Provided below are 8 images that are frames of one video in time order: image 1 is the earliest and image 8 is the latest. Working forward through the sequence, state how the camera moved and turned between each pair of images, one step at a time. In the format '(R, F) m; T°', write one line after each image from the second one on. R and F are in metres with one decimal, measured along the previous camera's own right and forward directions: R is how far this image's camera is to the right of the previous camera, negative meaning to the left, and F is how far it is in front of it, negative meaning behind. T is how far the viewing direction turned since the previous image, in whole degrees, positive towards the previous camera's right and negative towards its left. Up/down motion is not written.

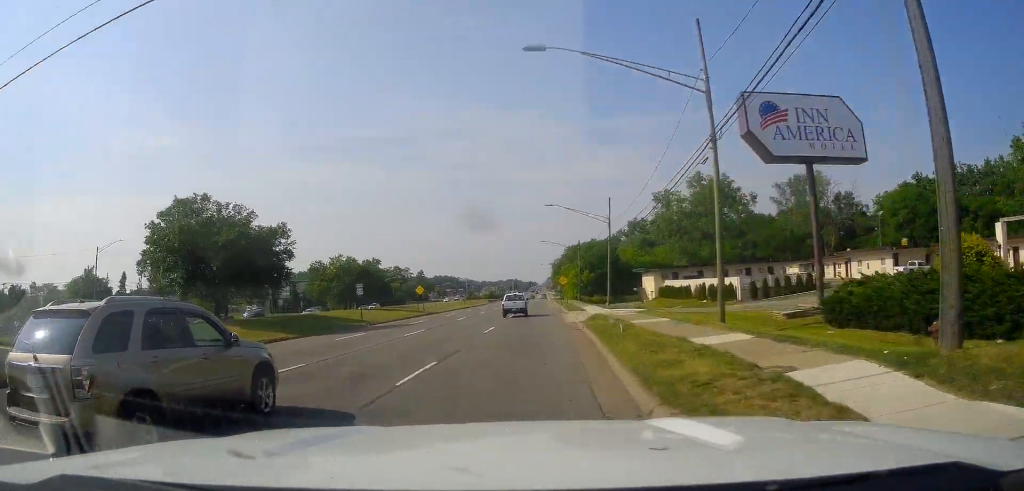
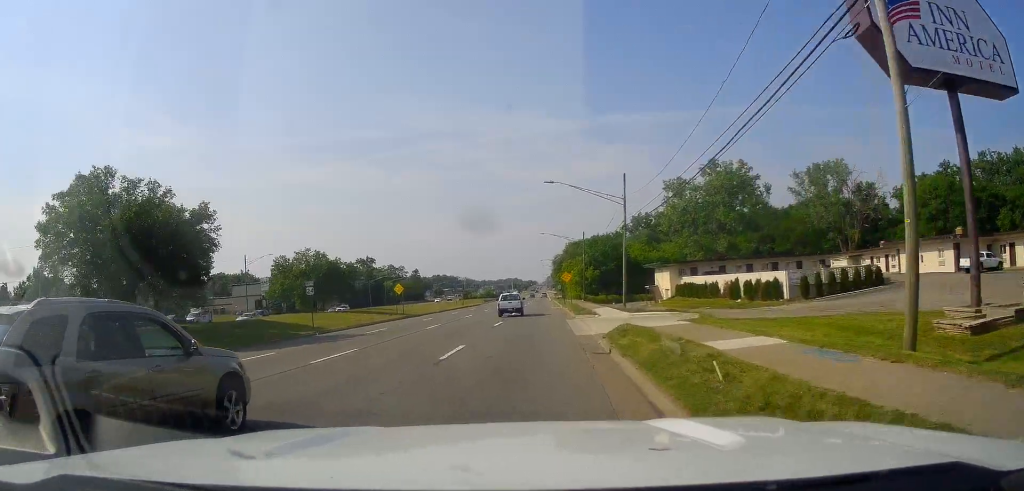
(-0.3, +11.1) m; 0°
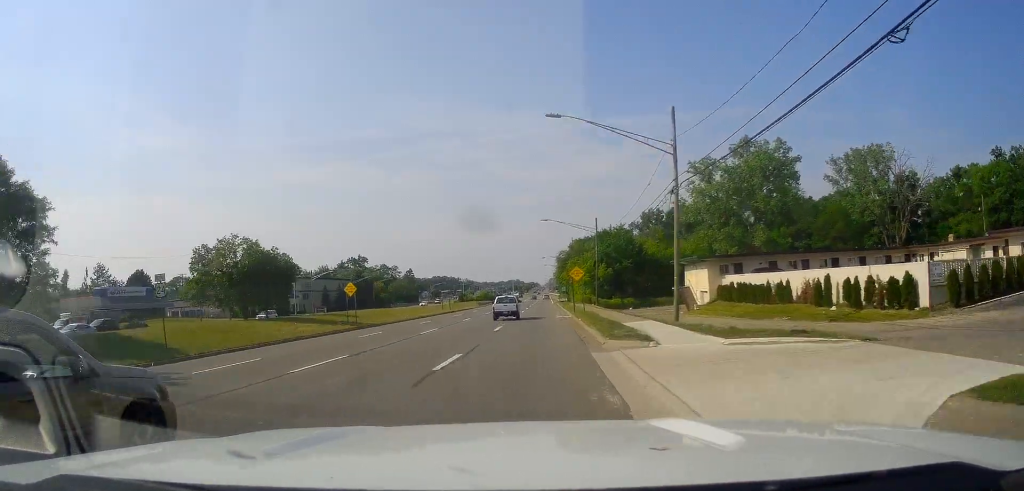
(-0.4, +17.0) m; 0°
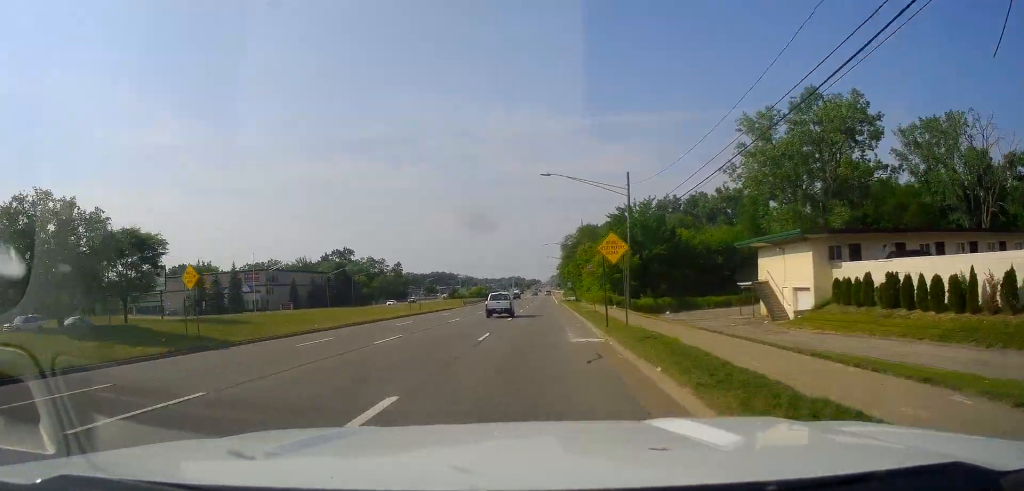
(+0.7, +23.2) m; +1°
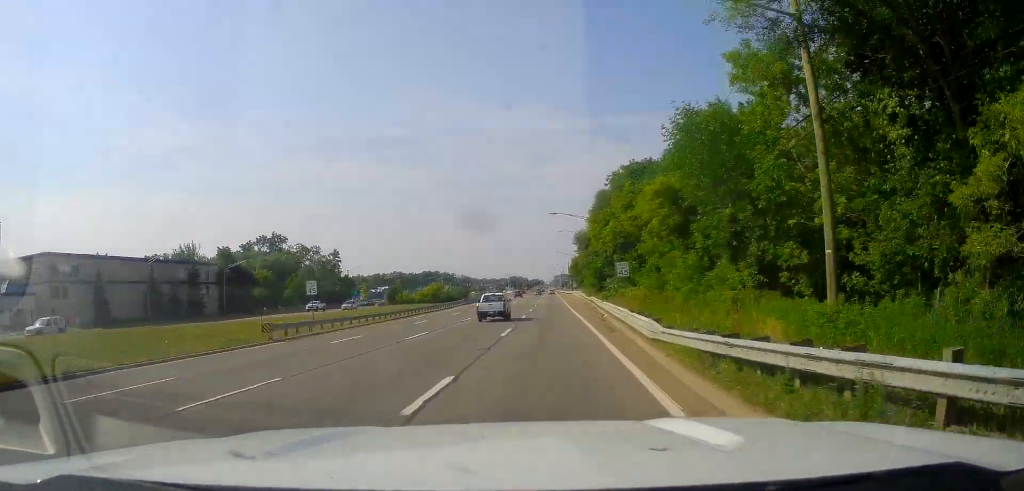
(-1.0, +74.3) m; -2°
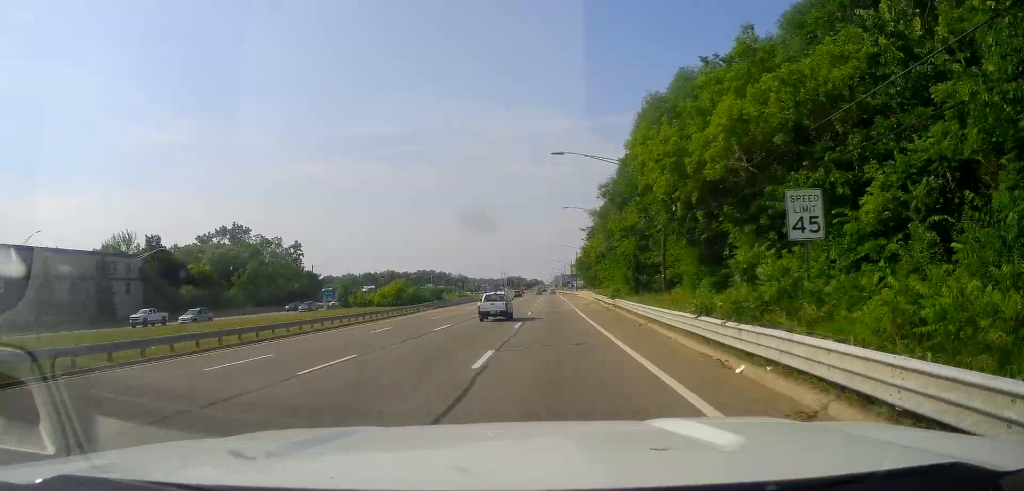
(-0.1, +26.0) m; +1°
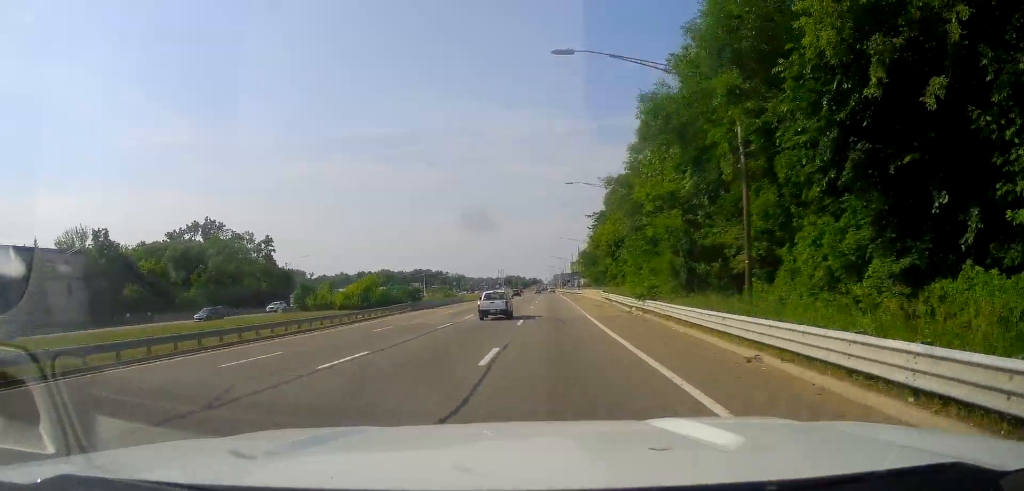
(+0.2, +14.6) m; +1°
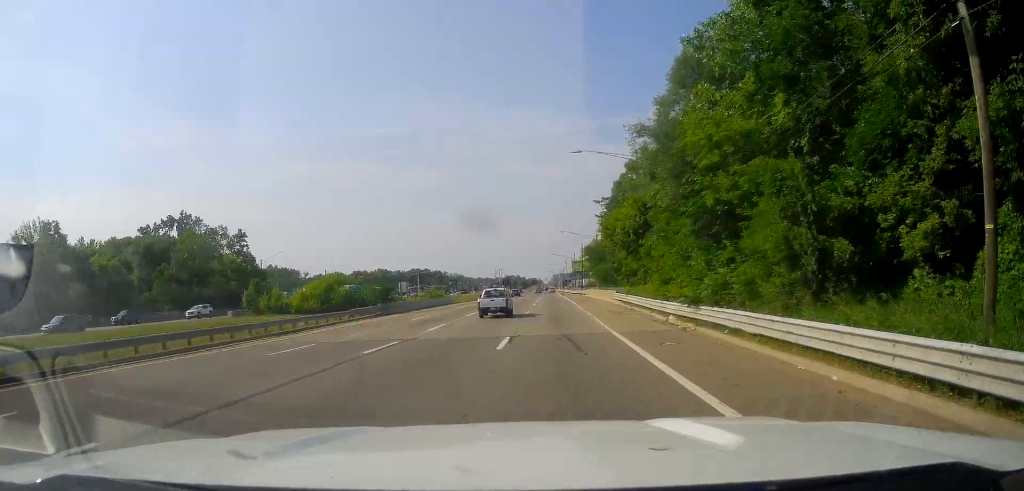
(+0.3, +12.0) m; 0°
